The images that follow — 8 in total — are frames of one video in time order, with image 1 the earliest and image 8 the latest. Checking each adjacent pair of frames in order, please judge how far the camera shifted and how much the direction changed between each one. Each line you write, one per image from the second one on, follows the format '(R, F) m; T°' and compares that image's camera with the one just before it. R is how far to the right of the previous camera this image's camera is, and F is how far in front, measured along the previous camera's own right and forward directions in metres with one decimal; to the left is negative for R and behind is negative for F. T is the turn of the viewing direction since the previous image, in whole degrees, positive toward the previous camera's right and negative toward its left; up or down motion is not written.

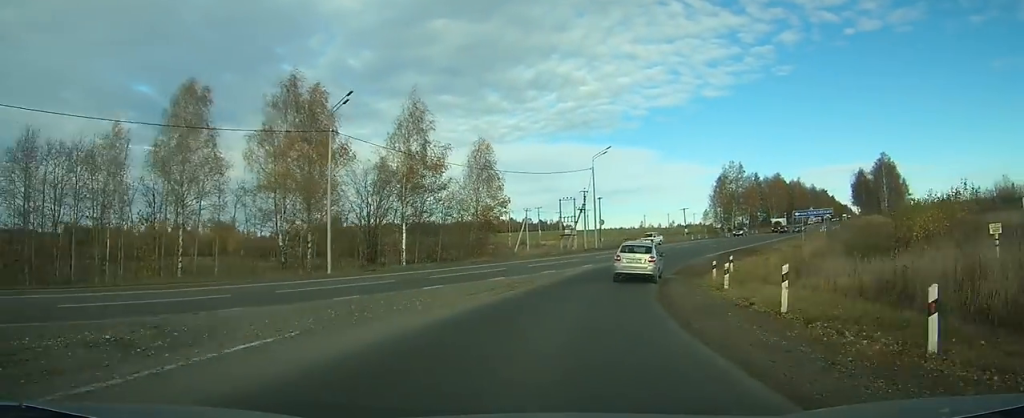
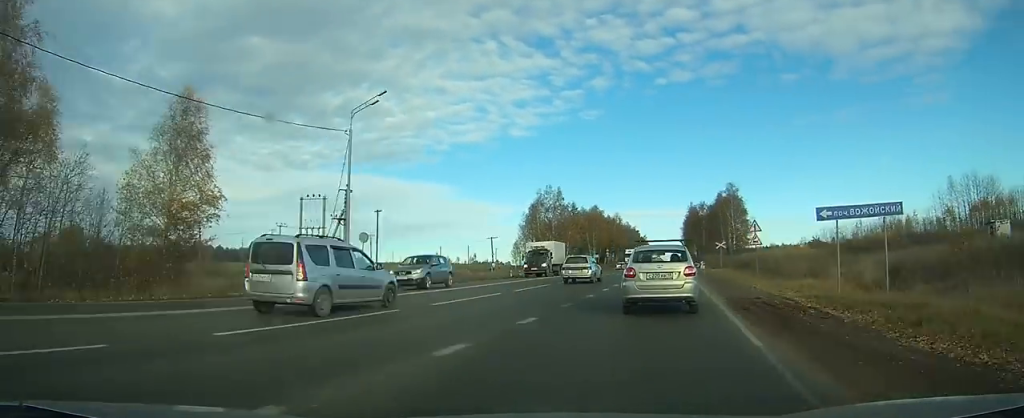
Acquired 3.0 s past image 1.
(+4.5, +34.2) m; +17°
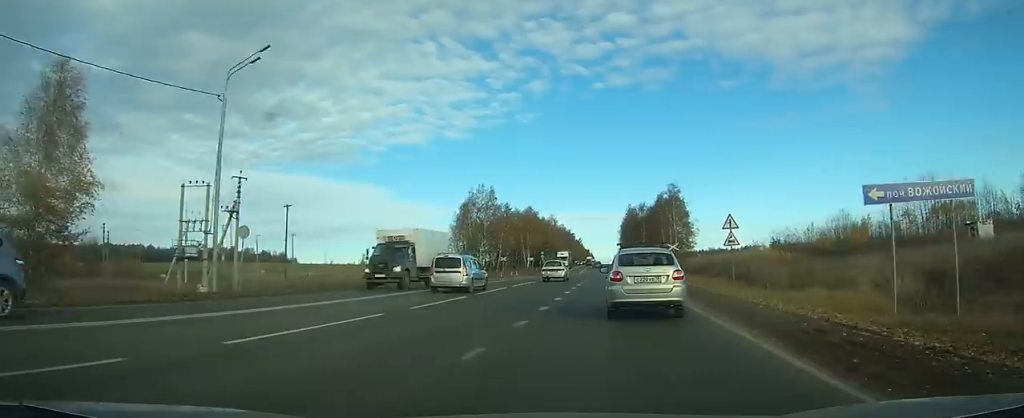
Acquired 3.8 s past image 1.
(+0.3, +8.6) m; +6°
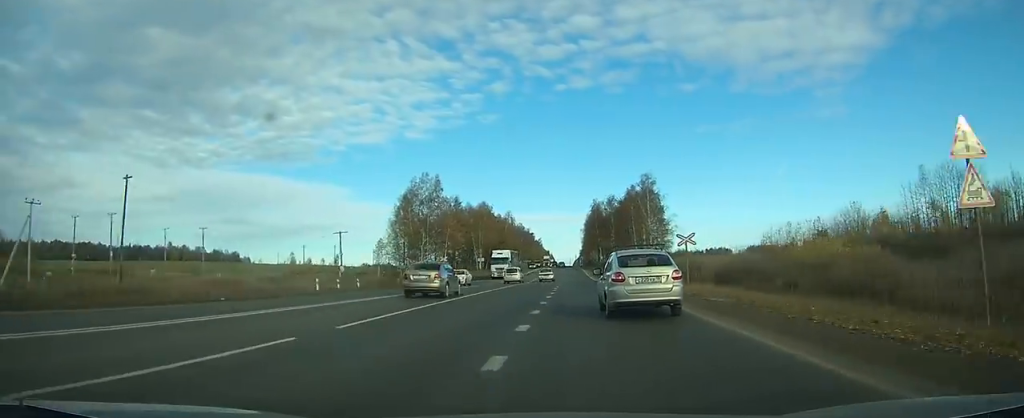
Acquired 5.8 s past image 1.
(+2.7, +21.3) m; +10°
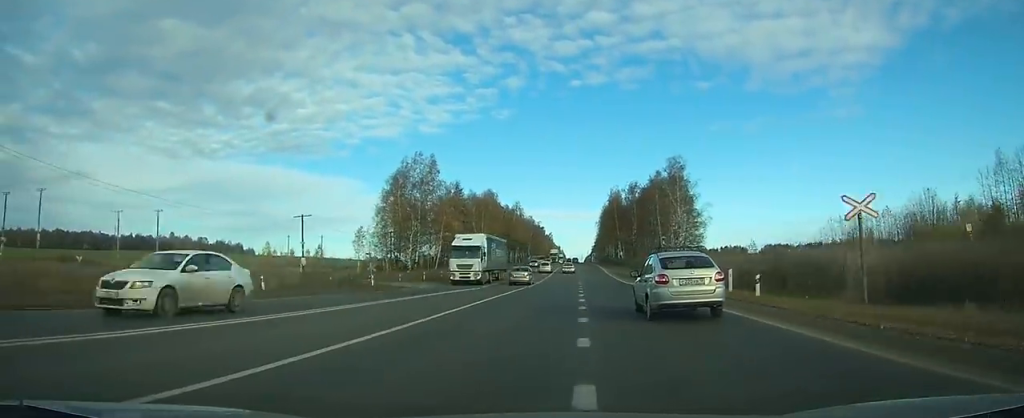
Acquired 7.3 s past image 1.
(+0.8, +17.0) m; +3°
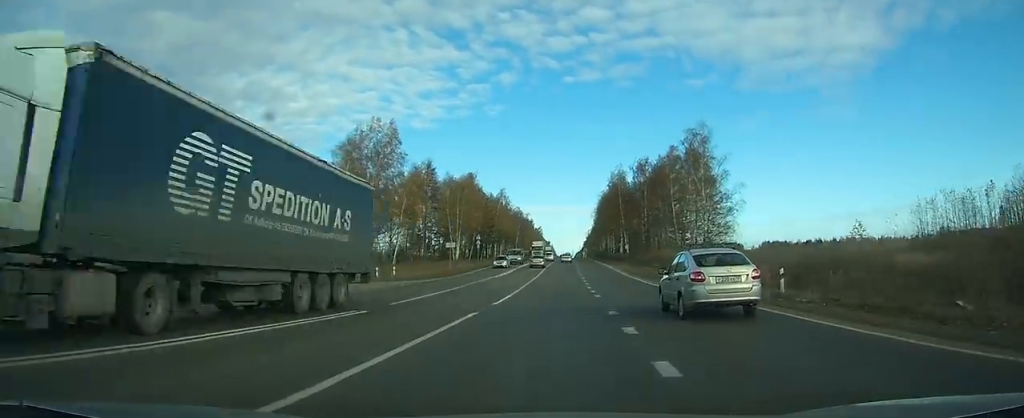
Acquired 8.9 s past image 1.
(+0.3, +20.4) m; +1°
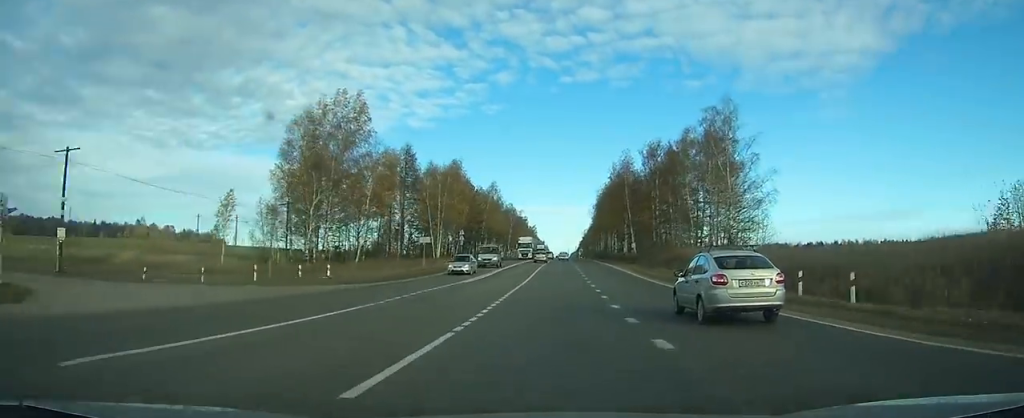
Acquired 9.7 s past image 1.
(0.0, +12.3) m; +1°
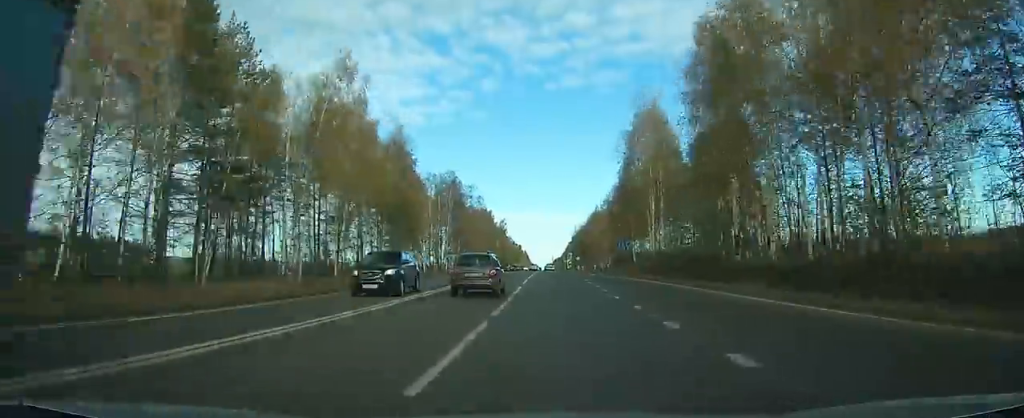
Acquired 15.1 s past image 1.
(+3.0, +94.1) m; +3°
